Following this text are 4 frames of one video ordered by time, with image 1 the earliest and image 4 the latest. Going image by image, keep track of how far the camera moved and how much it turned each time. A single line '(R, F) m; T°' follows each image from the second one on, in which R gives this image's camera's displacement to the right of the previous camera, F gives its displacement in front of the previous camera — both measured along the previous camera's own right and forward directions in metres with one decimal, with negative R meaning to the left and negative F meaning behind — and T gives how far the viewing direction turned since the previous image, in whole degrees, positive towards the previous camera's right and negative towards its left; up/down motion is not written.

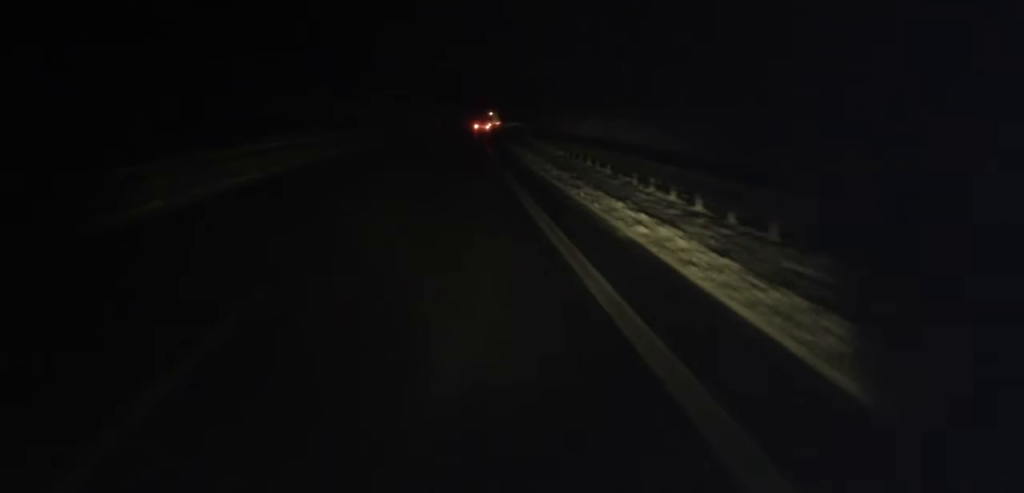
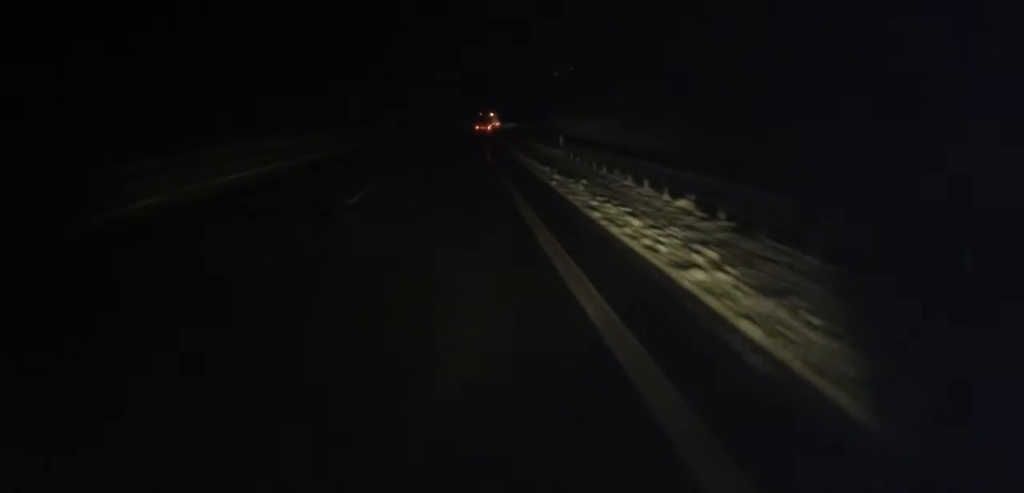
(+0.3, +21.8) m; +1°
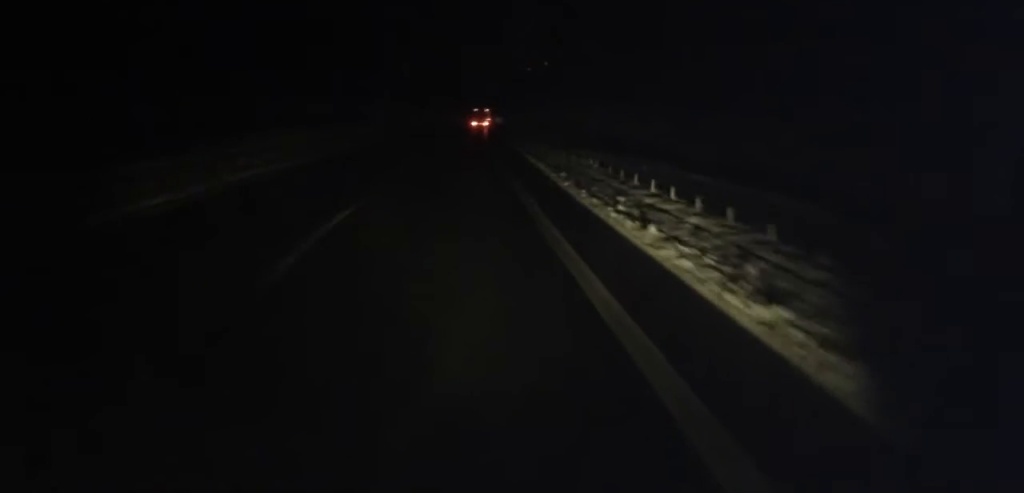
(+0.5, +77.2) m; +2°
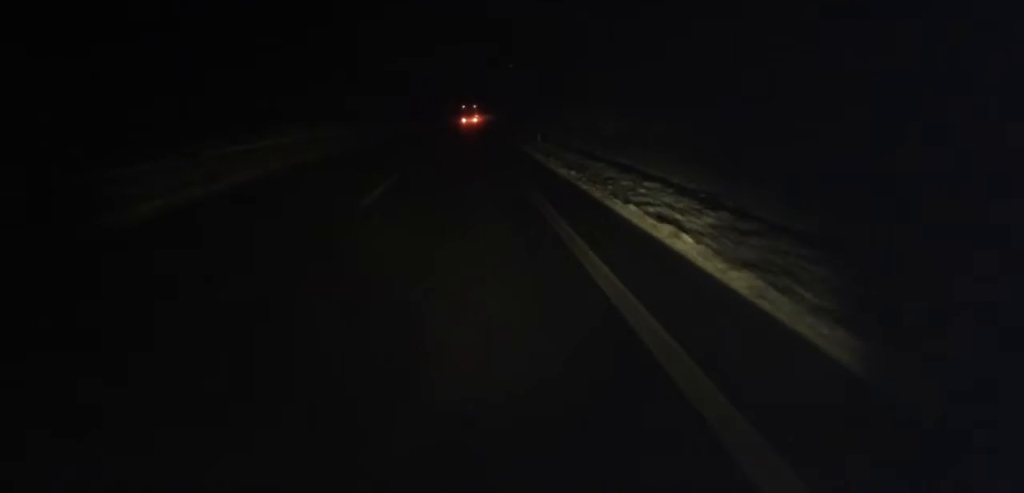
(+1.7, +65.2) m; +2°
